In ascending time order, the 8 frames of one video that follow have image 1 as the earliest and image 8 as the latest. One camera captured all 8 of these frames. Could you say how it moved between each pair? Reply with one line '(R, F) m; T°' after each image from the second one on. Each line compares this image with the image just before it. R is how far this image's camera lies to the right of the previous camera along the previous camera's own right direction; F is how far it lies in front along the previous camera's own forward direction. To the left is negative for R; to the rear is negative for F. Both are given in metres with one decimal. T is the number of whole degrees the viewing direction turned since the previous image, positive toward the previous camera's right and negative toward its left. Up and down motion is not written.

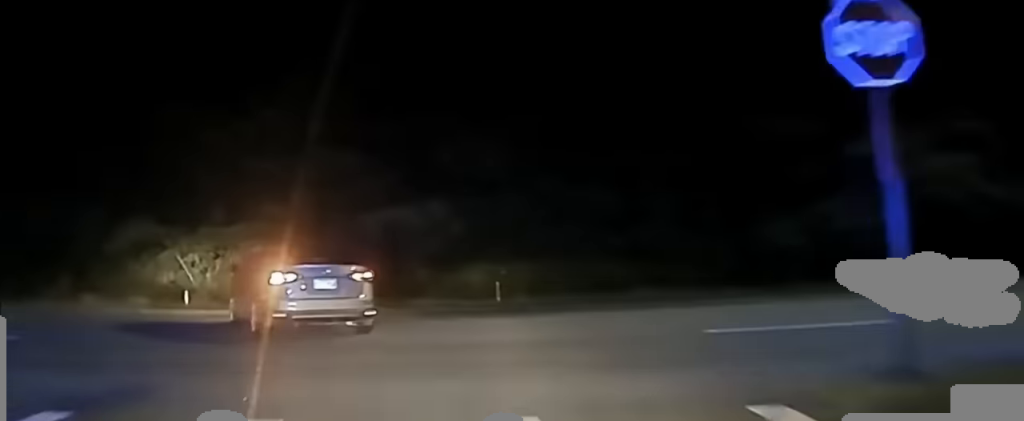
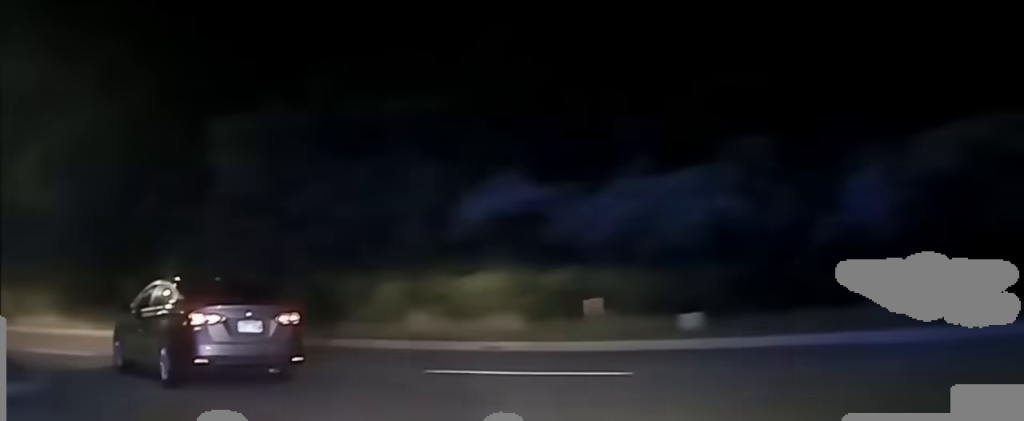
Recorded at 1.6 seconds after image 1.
(-3.9, +14.6) m; -32°
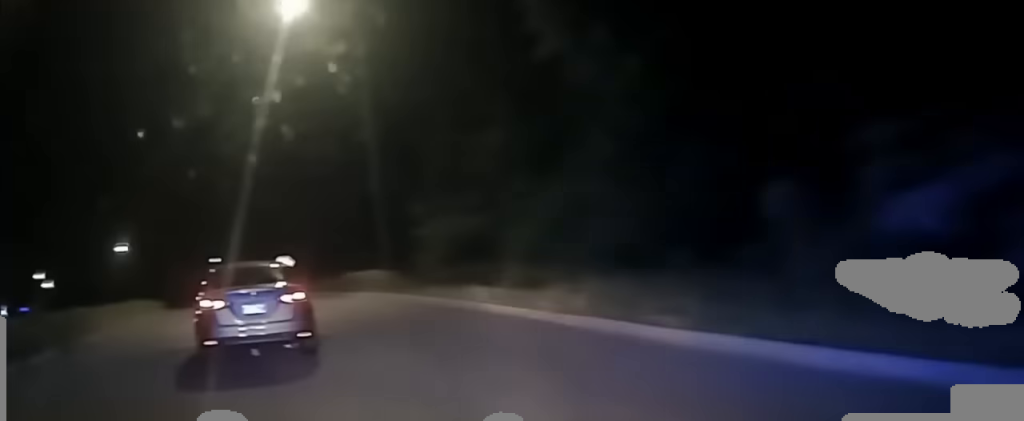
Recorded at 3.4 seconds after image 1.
(-6.1, +18.4) m; -38°
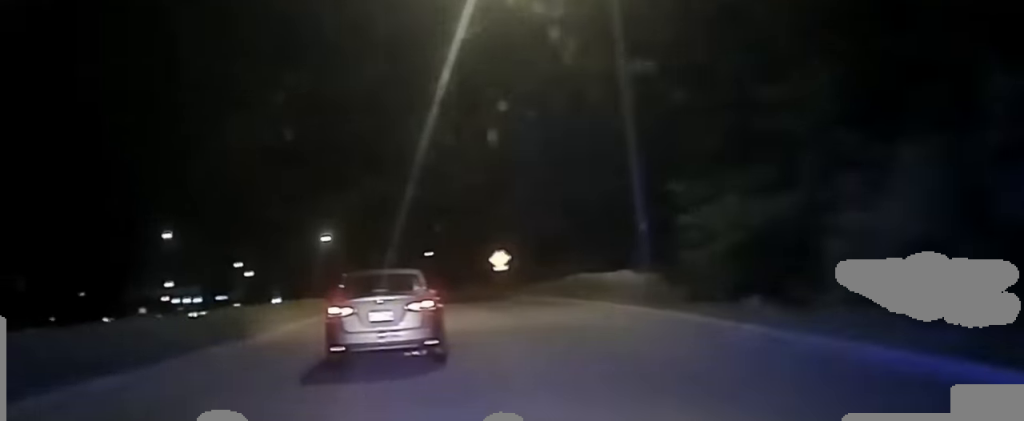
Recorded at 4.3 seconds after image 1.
(-2.0, +12.7) m; -9°
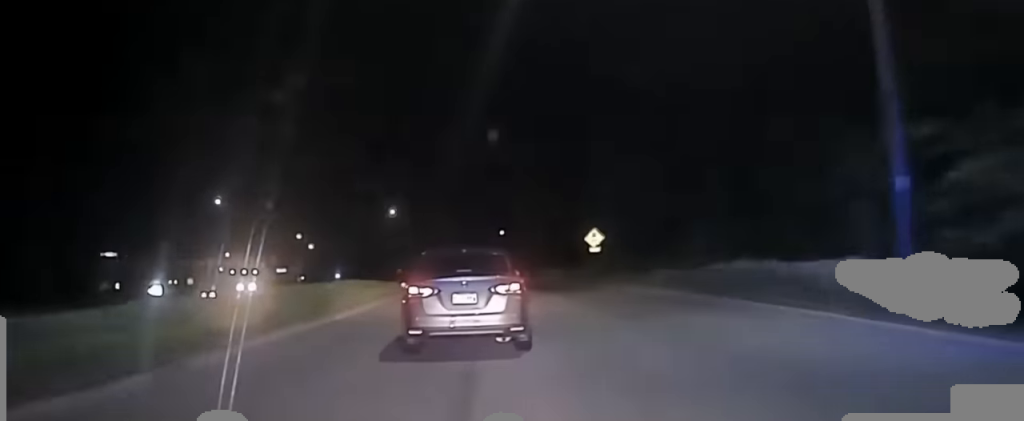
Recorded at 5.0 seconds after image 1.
(-0.3, +10.8) m; 0°
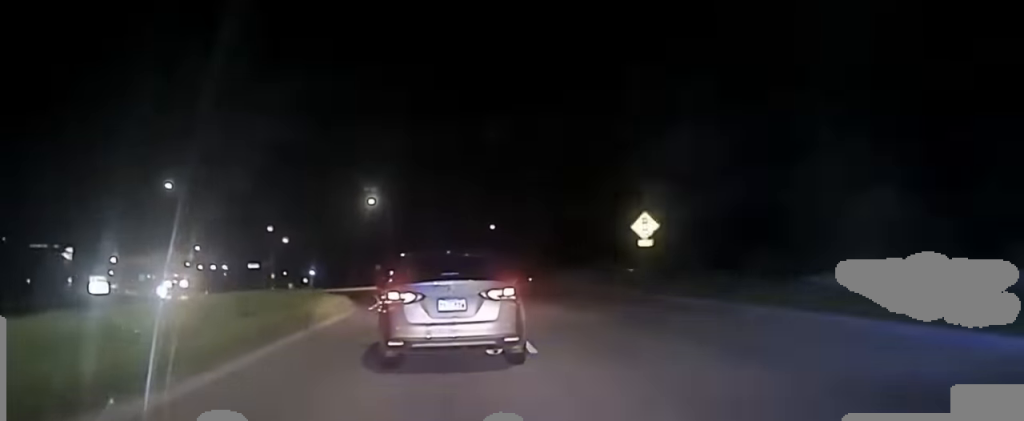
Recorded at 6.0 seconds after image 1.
(+0.3, +15.7) m; +1°
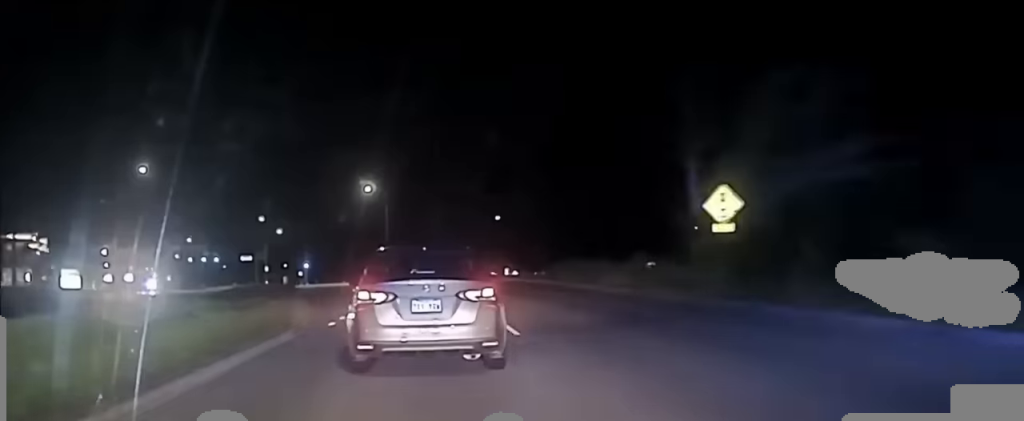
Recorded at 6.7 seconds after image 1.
(+0.1, +10.6) m; 0°
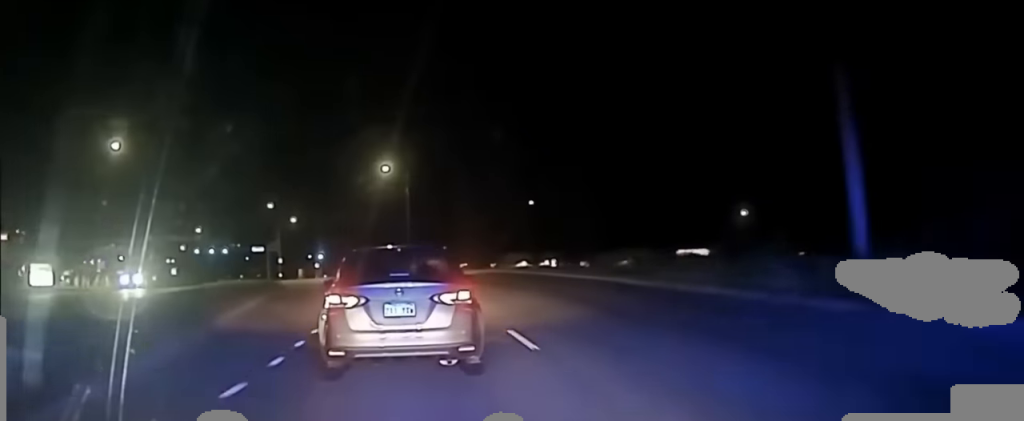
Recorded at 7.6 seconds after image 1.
(-0.2, +14.5) m; -3°
